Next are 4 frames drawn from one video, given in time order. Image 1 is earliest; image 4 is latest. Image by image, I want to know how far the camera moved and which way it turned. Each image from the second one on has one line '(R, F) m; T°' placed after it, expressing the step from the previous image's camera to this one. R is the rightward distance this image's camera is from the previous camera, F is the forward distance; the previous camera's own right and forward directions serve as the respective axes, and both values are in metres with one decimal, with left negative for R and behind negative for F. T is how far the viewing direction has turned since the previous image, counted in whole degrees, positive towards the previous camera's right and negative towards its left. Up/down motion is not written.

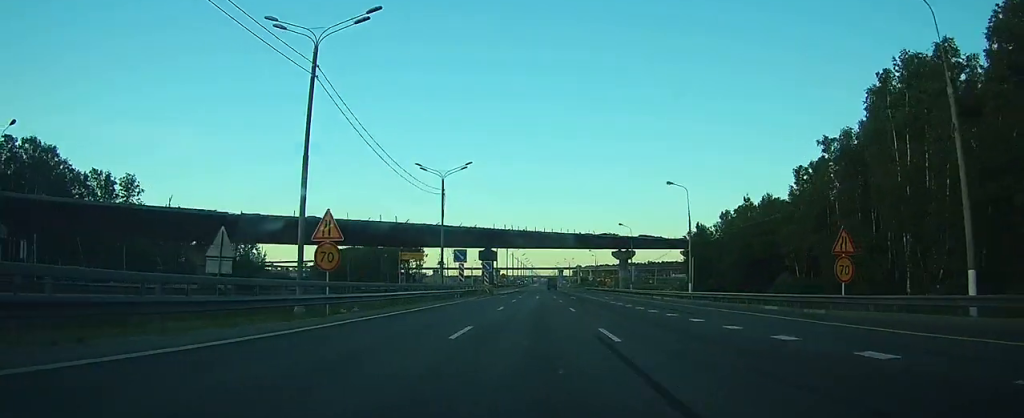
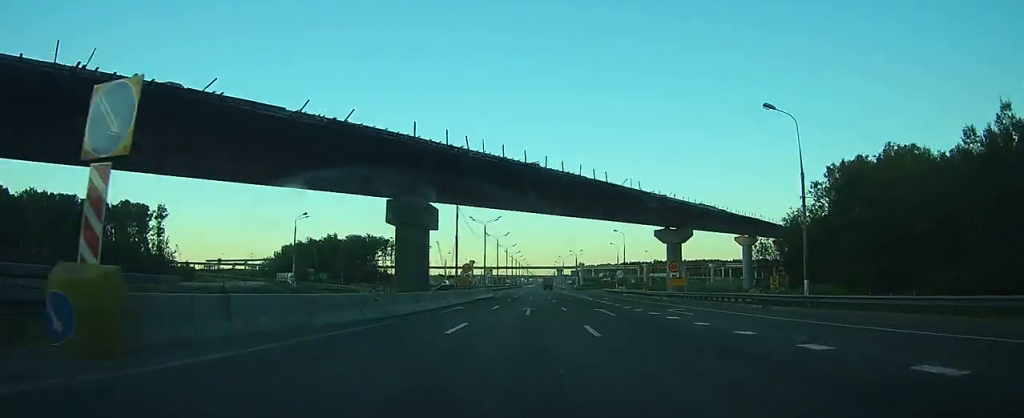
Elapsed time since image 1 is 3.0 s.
(0.0, +63.0) m; -1°
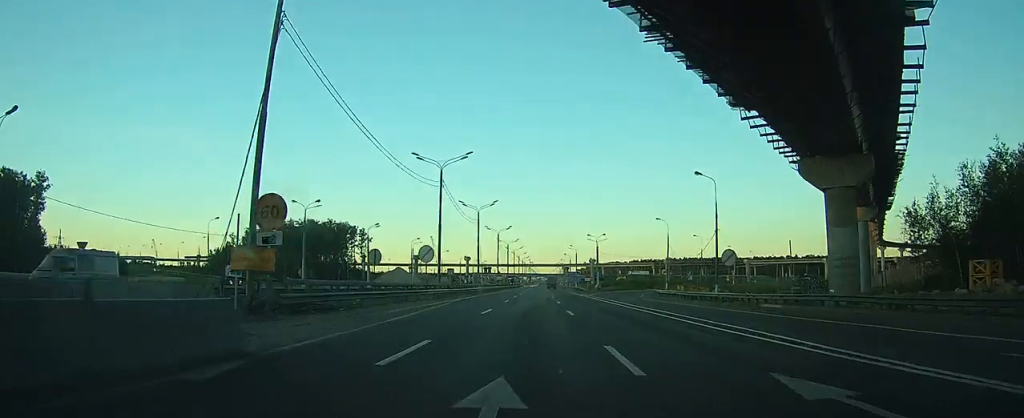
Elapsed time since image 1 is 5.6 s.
(+0.1, +54.0) m; 0°
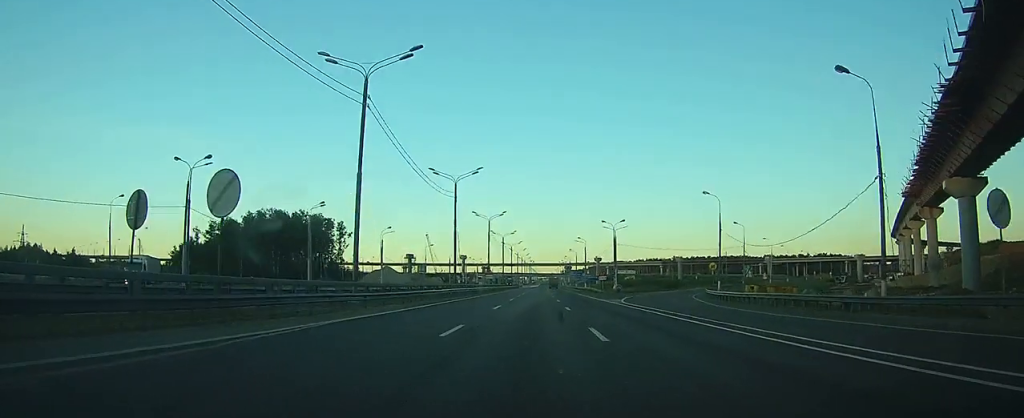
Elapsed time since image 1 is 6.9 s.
(-0.1, +27.1) m; 0°
